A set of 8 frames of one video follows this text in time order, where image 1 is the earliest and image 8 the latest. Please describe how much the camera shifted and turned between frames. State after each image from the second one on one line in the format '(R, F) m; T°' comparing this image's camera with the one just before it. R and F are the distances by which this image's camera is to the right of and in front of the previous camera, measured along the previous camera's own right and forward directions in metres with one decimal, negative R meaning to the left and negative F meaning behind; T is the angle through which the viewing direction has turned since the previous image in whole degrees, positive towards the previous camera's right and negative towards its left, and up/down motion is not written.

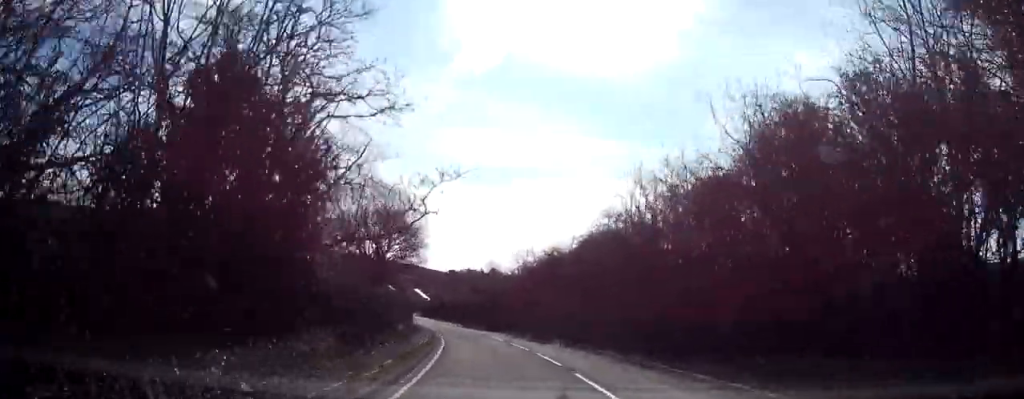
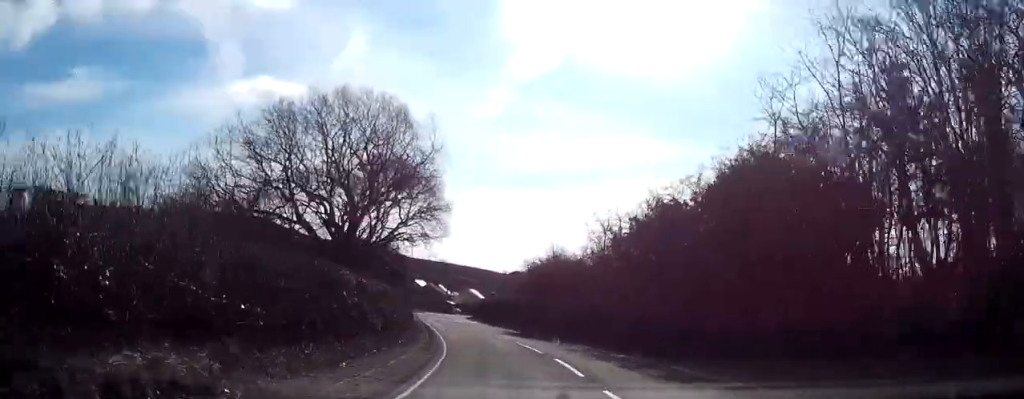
(-1.0, +21.4) m; -5°
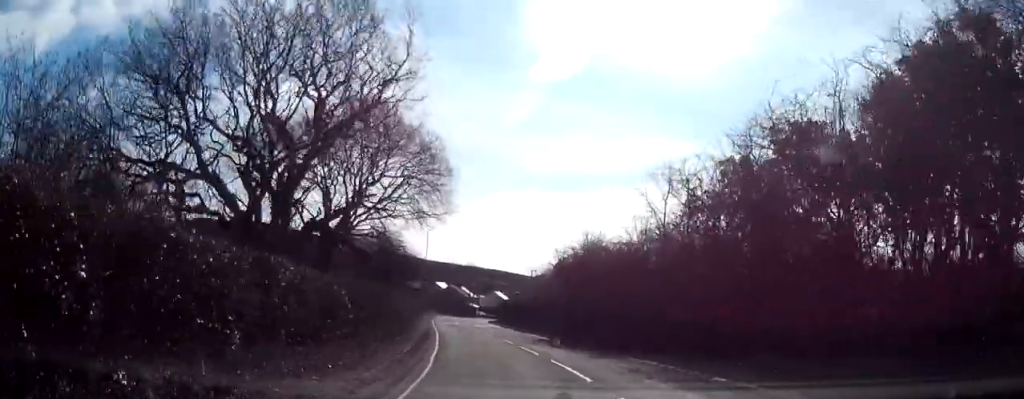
(-0.3, +10.5) m; -3°
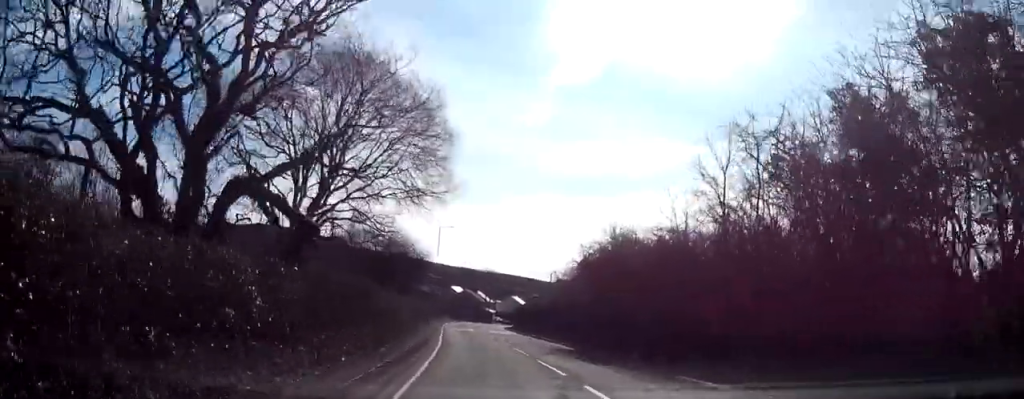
(-0.1, +6.2) m; -1°
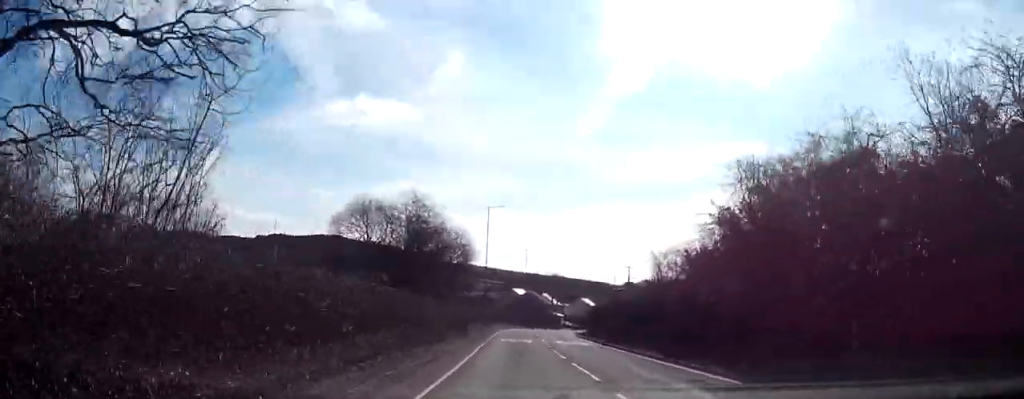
(-0.6, +18.8) m; -3°
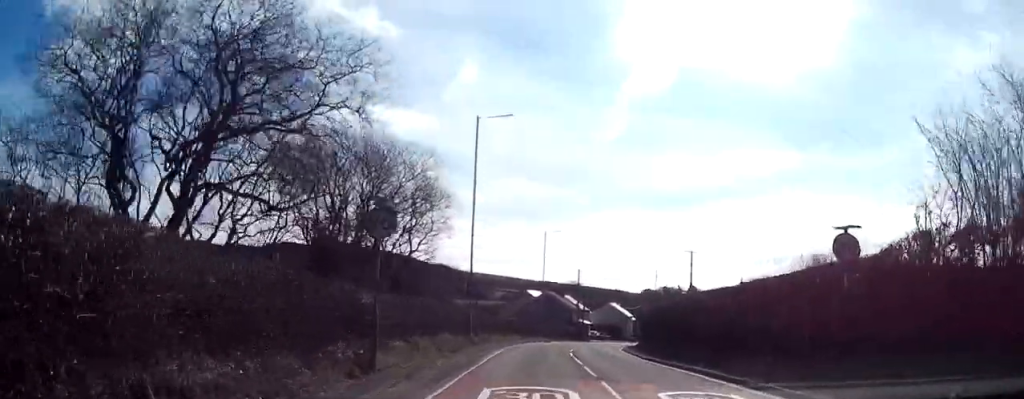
(-0.9, +28.7) m; -3°
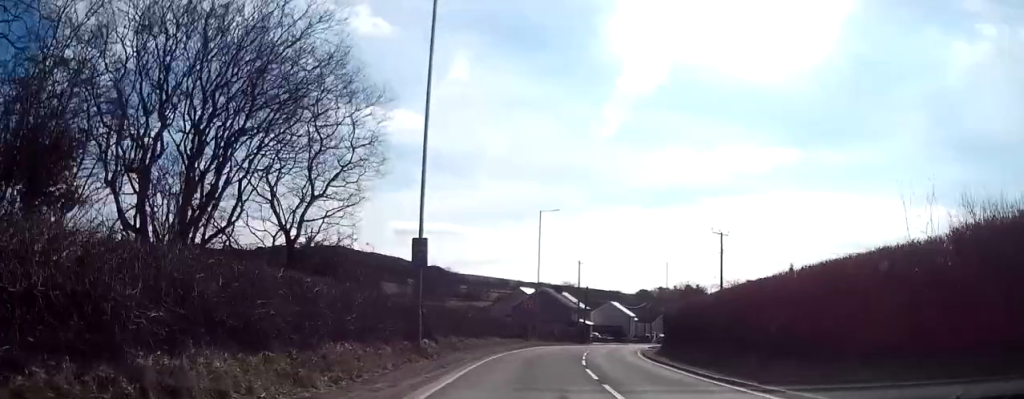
(0.0, +12.7) m; +1°
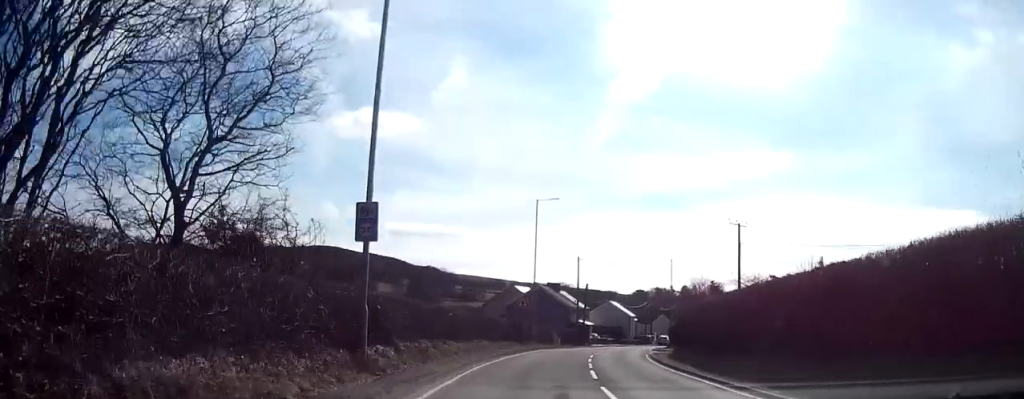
(0.0, +5.6) m; +1°
